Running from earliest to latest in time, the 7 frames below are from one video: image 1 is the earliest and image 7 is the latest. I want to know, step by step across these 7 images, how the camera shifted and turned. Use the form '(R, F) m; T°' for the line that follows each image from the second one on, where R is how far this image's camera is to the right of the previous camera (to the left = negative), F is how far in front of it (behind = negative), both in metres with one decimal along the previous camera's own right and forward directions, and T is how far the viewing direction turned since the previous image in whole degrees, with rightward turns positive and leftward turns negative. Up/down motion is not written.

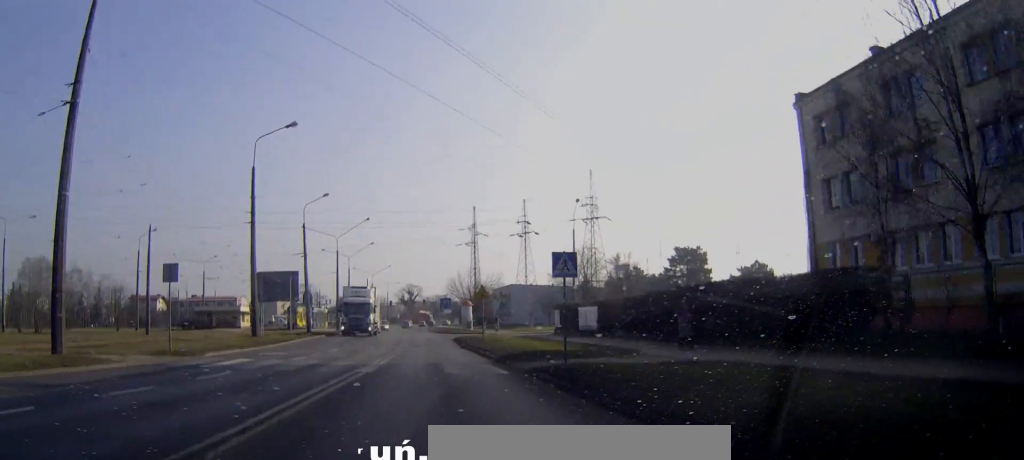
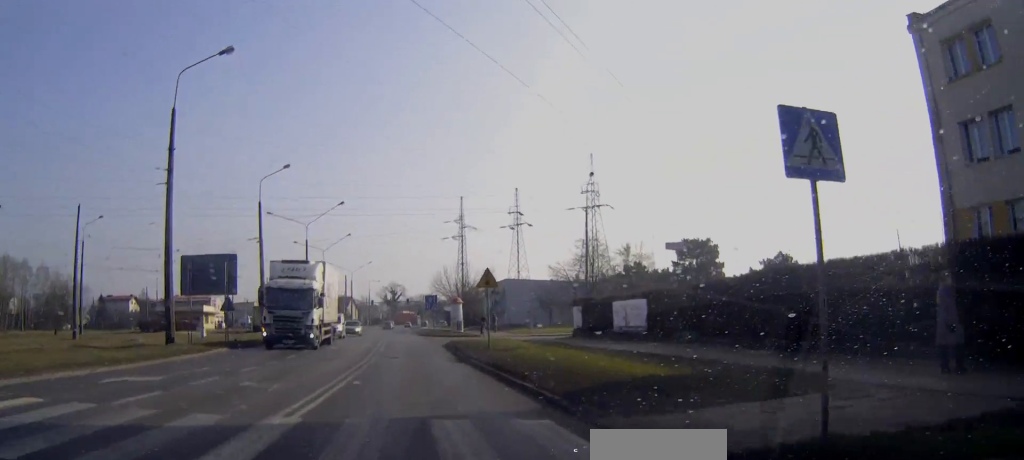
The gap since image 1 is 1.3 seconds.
(+0.3, +12.4) m; +2°
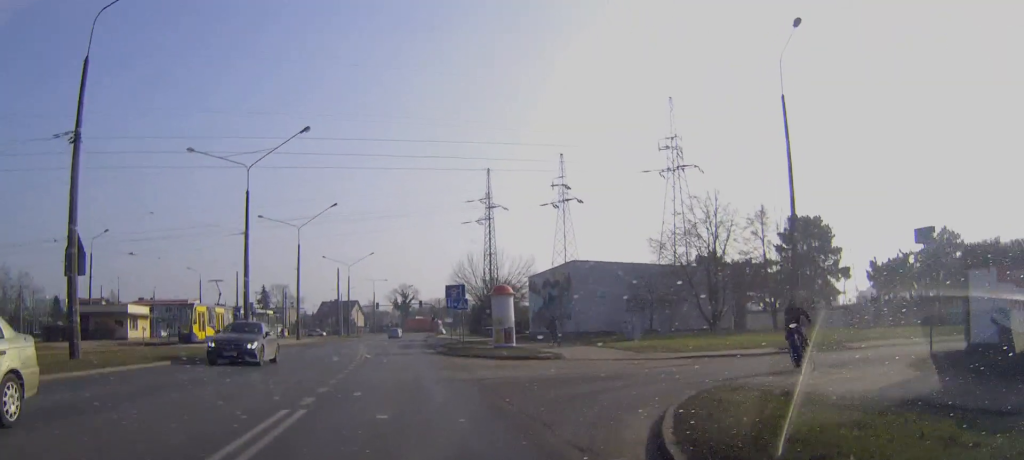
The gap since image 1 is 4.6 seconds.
(+0.1, +32.4) m; +3°
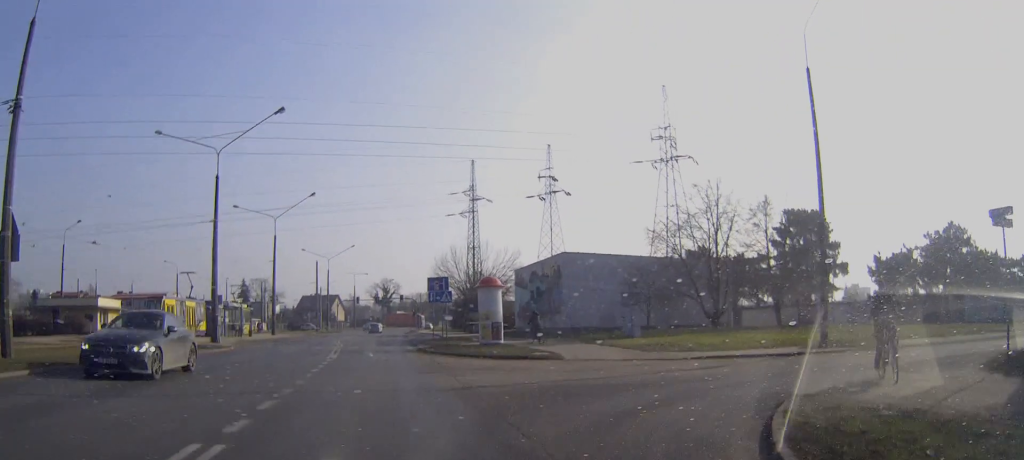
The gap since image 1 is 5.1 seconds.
(+0.1, +4.2) m; +2°
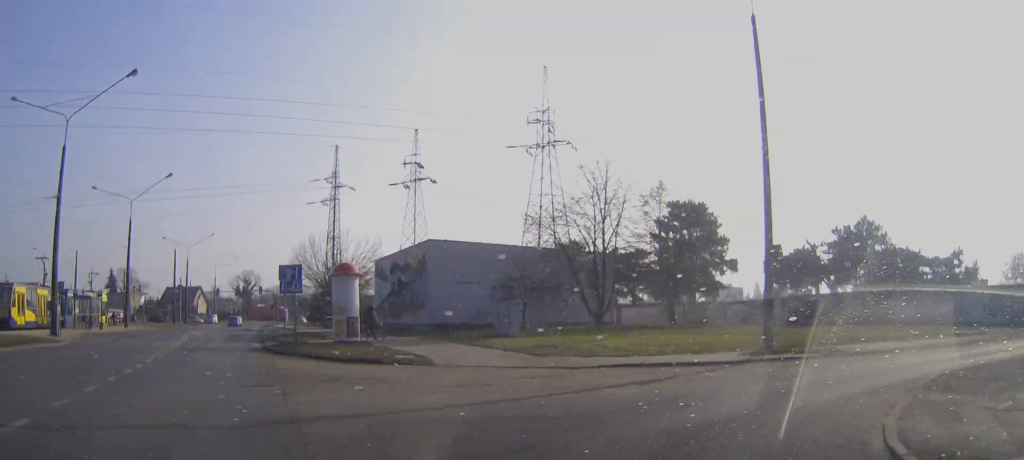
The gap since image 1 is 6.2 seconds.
(+0.1, +6.4) m; +2°
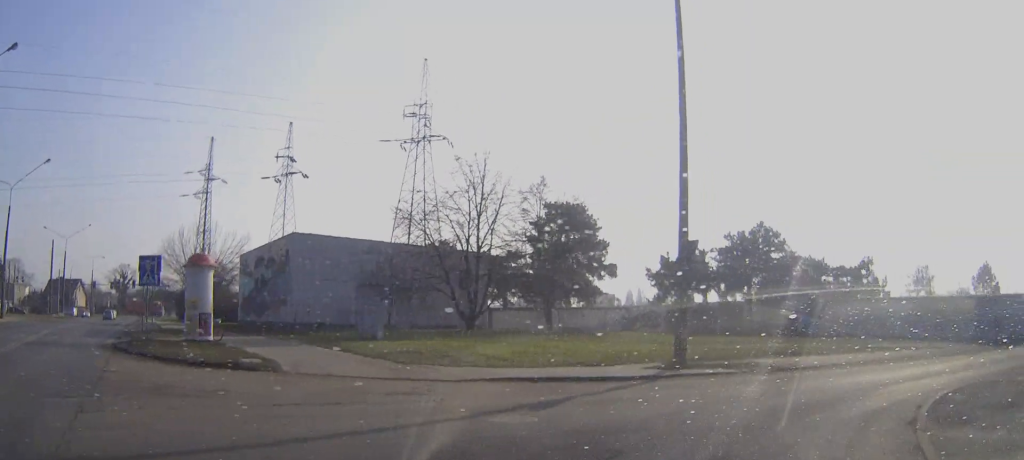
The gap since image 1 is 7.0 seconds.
(0.0, +3.4) m; +12°
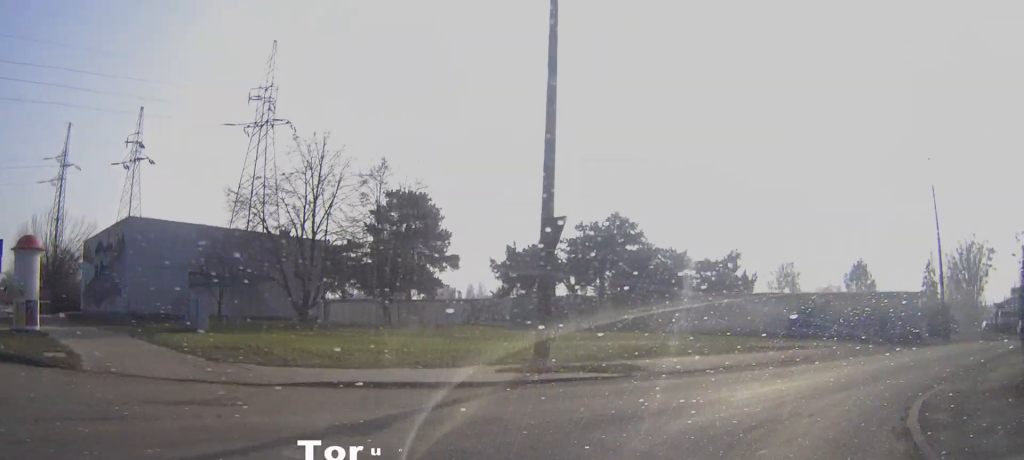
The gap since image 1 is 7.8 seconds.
(+0.6, +2.9) m; +18°
